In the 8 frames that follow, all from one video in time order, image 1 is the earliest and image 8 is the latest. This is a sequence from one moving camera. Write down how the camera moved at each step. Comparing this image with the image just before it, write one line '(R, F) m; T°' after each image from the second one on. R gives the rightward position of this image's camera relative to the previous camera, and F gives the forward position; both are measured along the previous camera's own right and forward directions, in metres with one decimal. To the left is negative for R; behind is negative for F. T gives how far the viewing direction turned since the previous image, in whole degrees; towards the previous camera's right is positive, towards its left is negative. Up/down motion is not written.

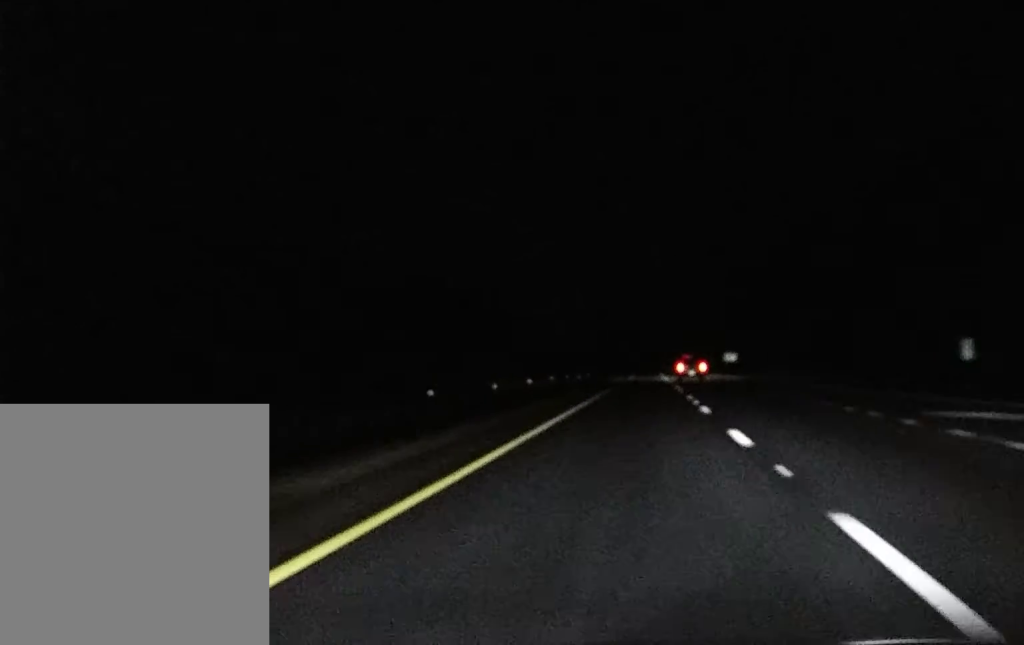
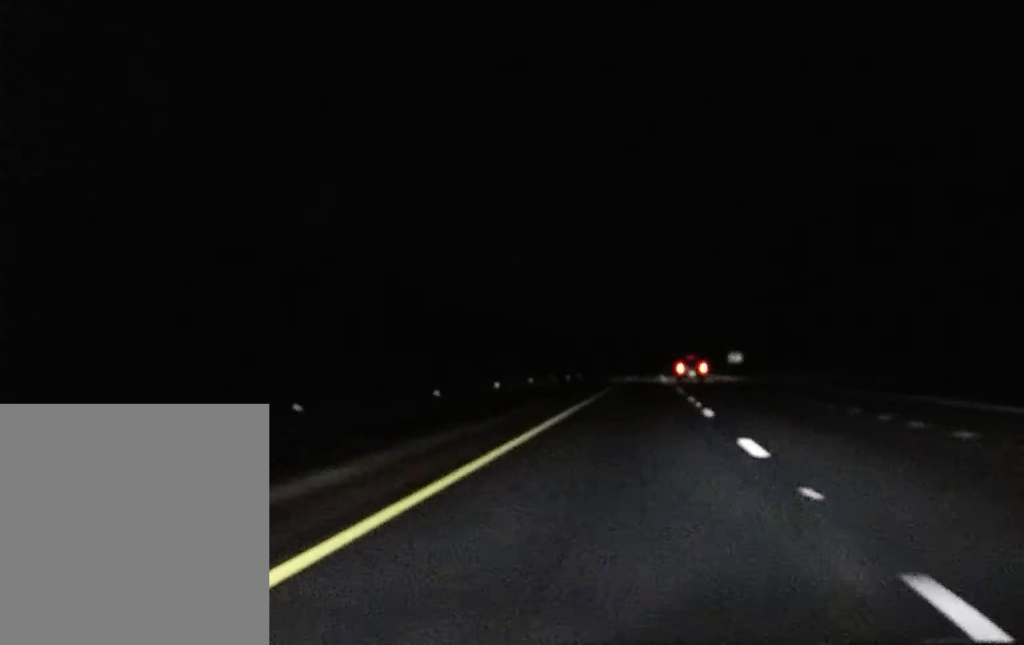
(0.0, +25.5) m; 0°
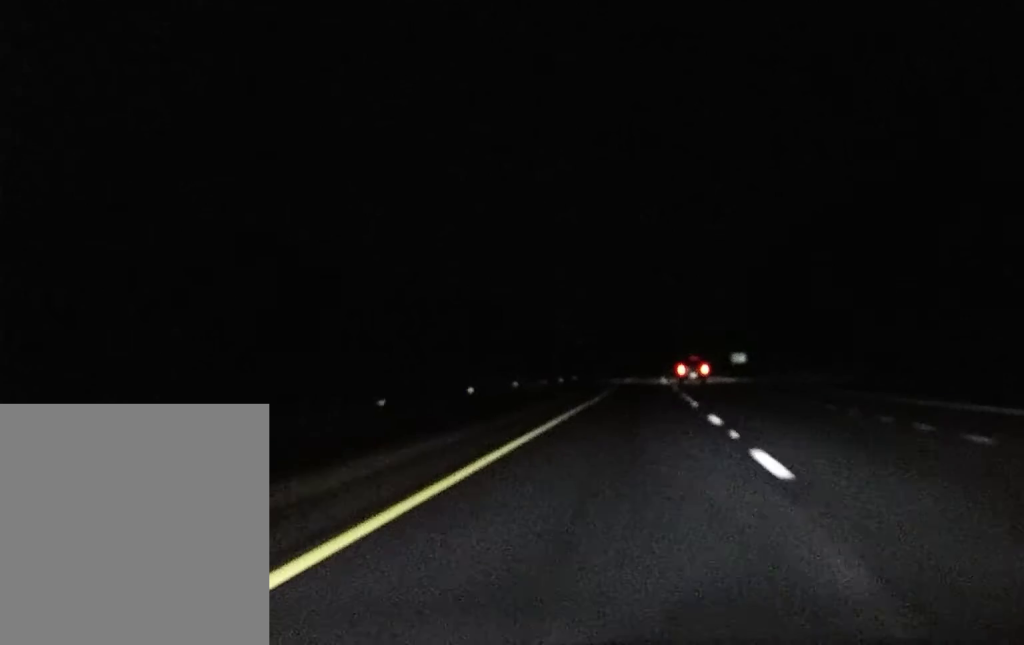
(0.0, +14.8) m; 0°
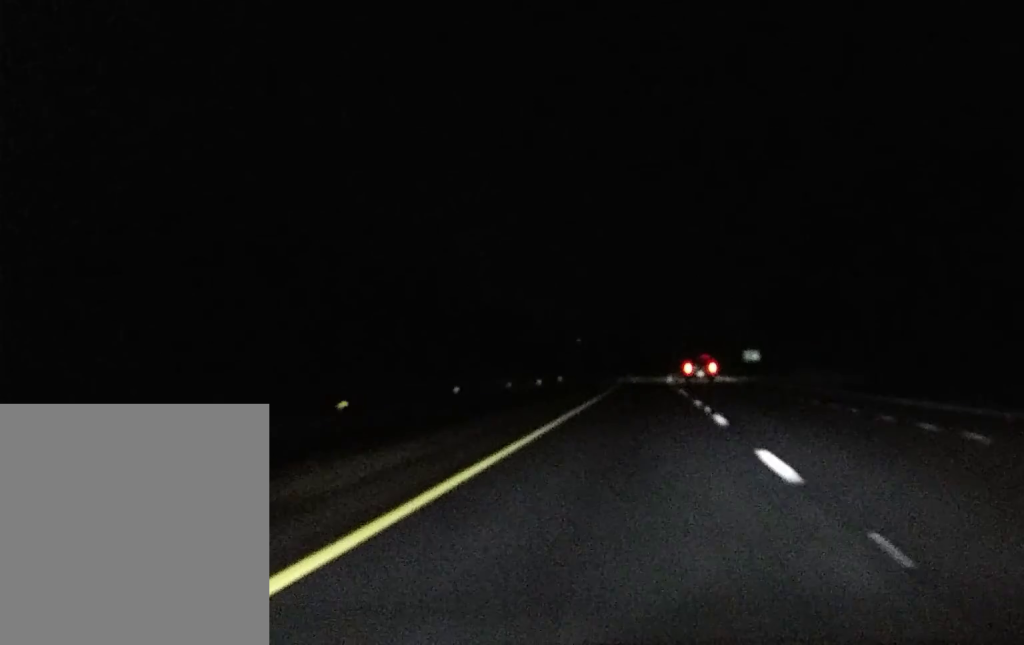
(0.0, +35.7) m; 0°
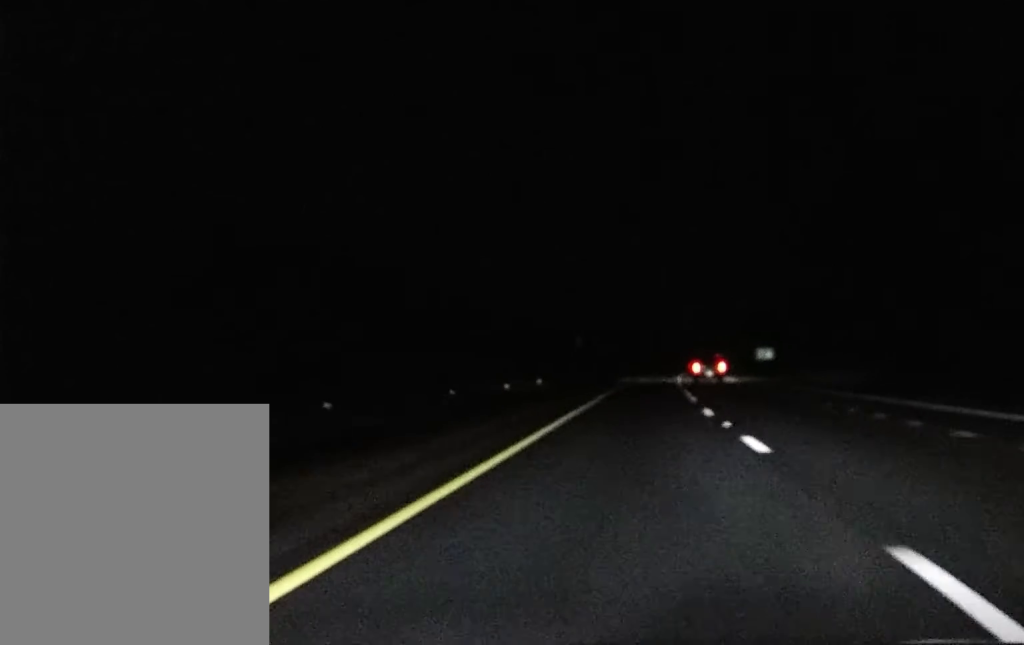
(0.0, +29.4) m; 0°
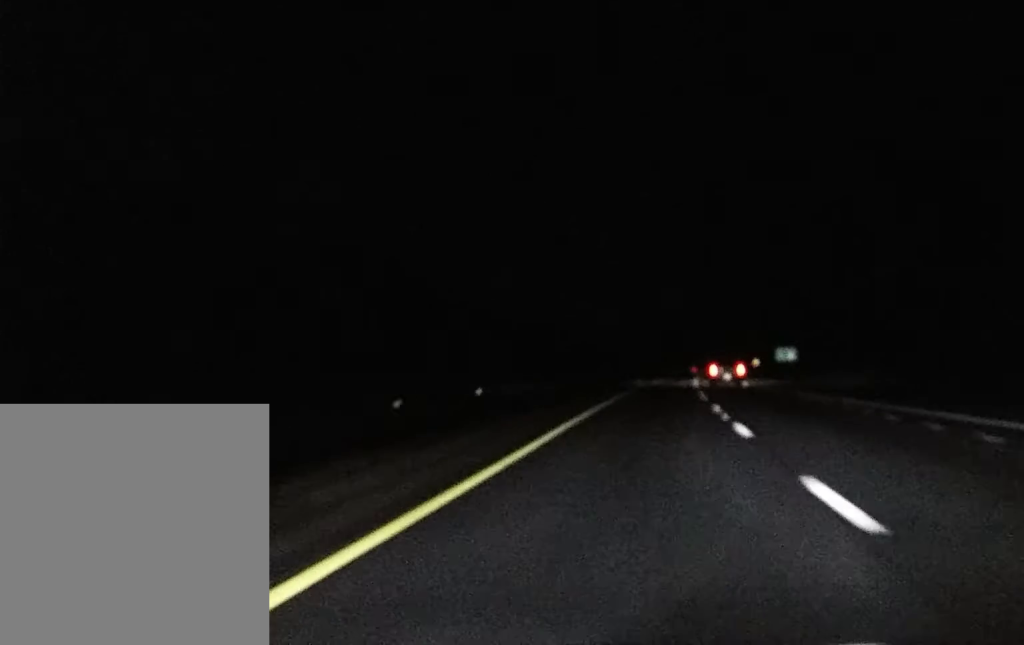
(0.0, +38.0) m; 0°
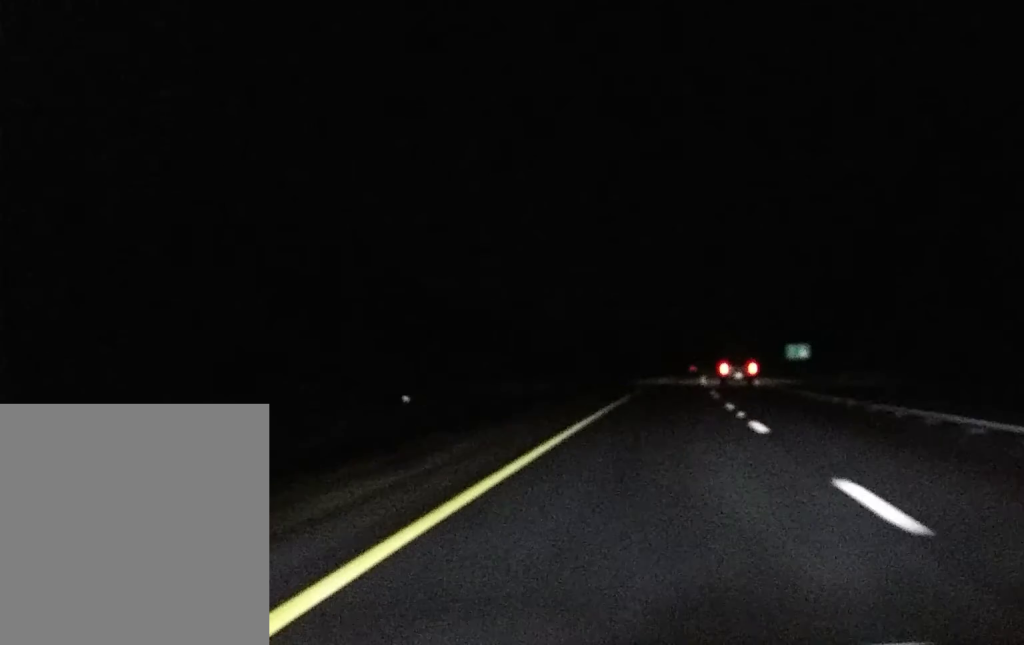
(+0.1, +16.3) m; 0°
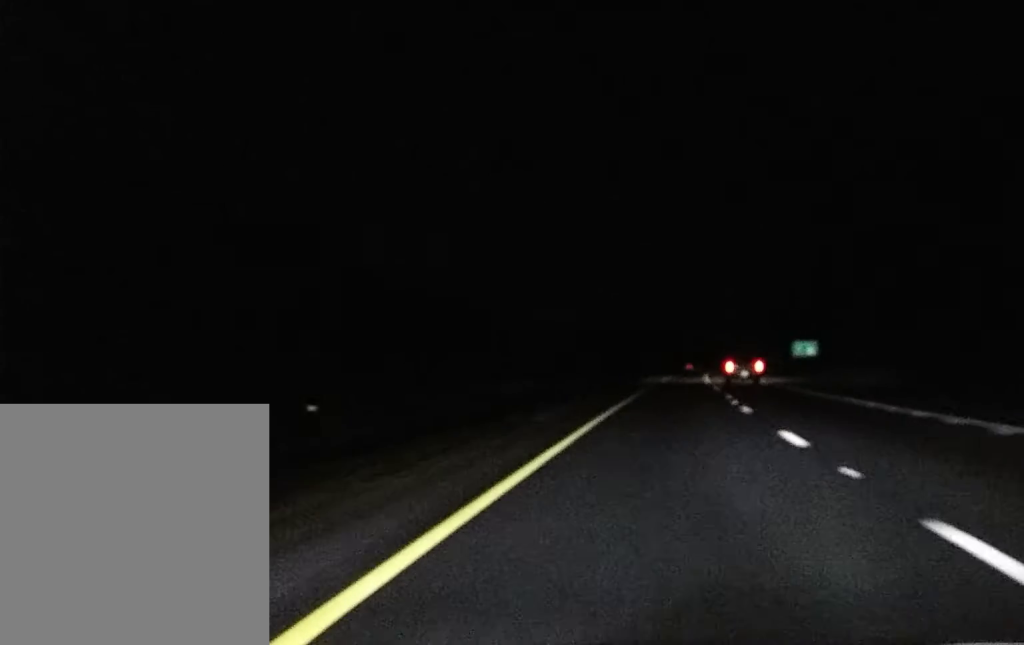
(0.0, +10.1) m; 0°
